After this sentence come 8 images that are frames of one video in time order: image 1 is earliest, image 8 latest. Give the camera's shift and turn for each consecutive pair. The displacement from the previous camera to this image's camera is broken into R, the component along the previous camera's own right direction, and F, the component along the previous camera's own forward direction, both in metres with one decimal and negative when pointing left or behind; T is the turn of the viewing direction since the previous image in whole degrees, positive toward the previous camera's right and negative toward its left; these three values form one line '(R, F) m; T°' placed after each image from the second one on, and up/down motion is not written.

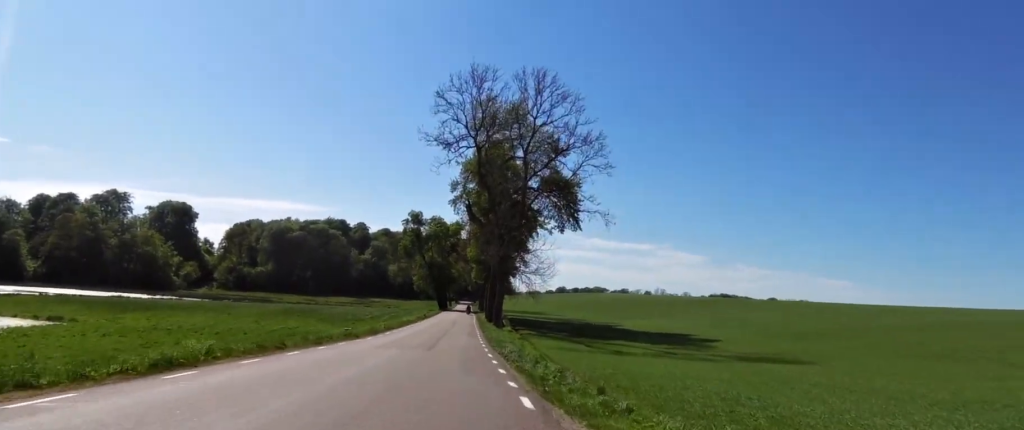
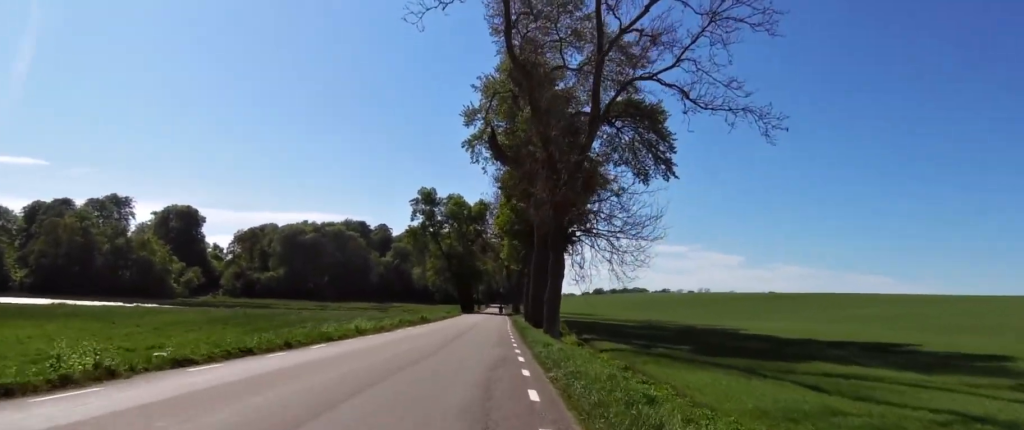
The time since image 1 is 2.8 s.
(-2.1, +30.6) m; +2°
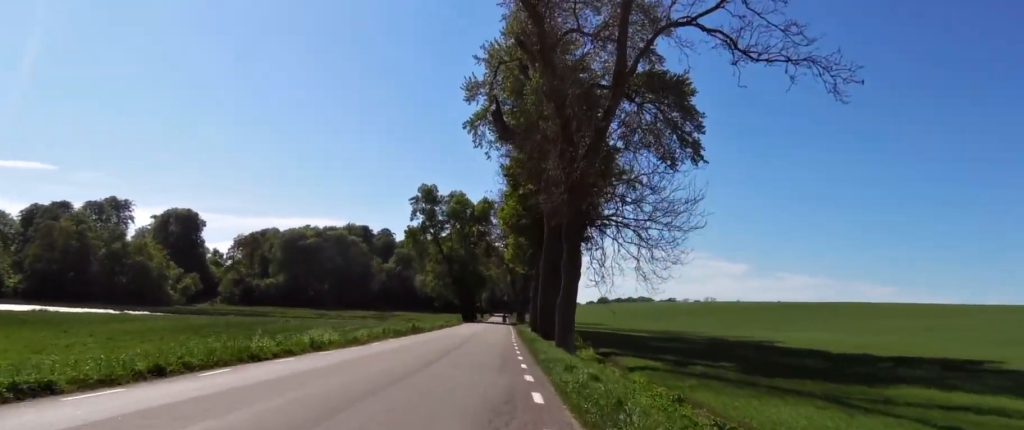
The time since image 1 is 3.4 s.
(0.0, +5.9) m; 0°
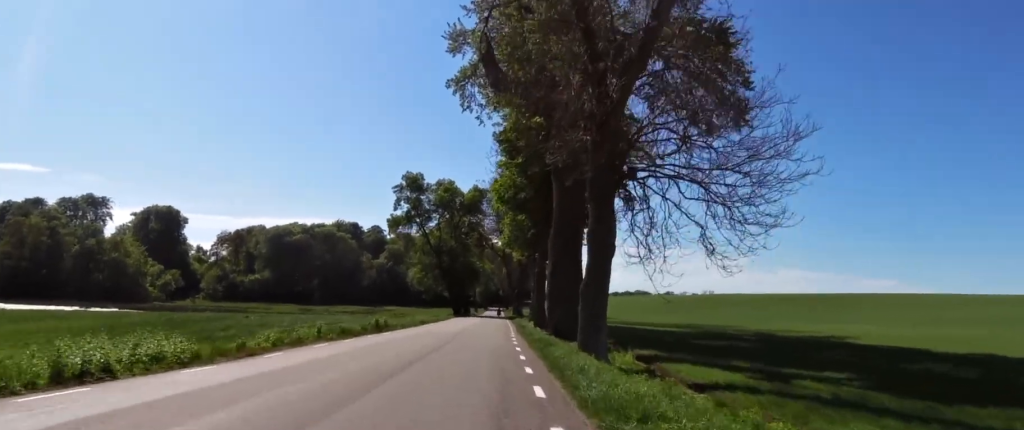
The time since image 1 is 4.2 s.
(0.0, +10.0) m; 0°
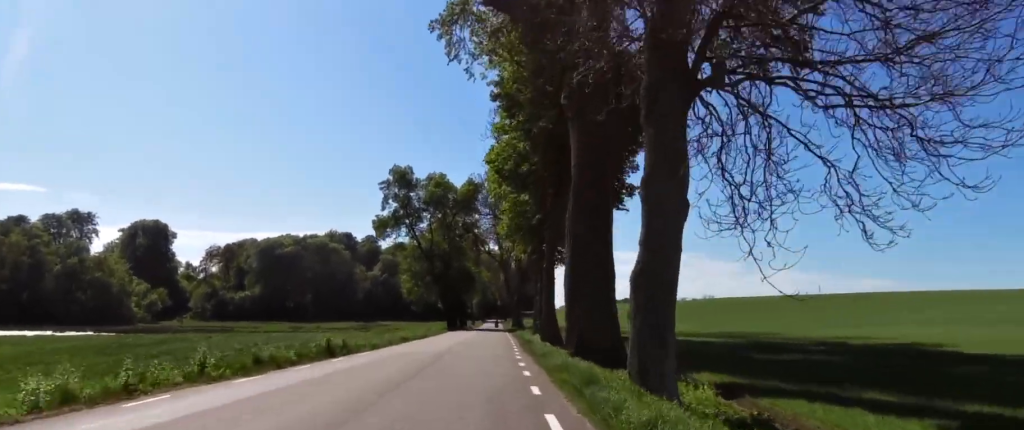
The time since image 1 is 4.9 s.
(0.0, +7.7) m; 0°
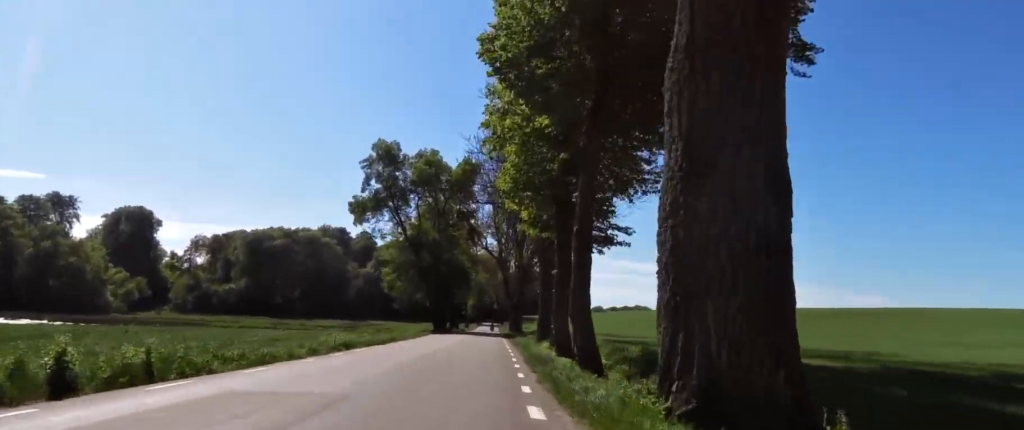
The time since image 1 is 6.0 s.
(0.0, +11.7) m; 0°
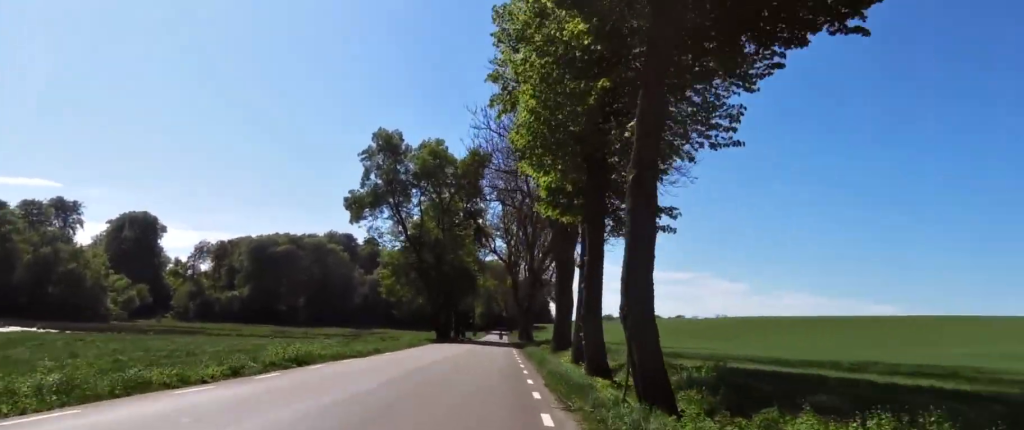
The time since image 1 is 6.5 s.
(0.0, +5.8) m; 0°
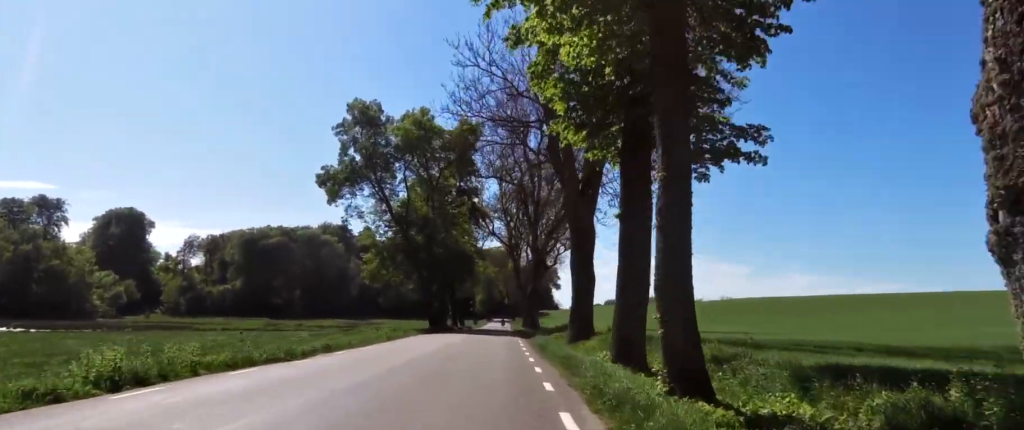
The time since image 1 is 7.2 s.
(0.0, +7.5) m; 0°
